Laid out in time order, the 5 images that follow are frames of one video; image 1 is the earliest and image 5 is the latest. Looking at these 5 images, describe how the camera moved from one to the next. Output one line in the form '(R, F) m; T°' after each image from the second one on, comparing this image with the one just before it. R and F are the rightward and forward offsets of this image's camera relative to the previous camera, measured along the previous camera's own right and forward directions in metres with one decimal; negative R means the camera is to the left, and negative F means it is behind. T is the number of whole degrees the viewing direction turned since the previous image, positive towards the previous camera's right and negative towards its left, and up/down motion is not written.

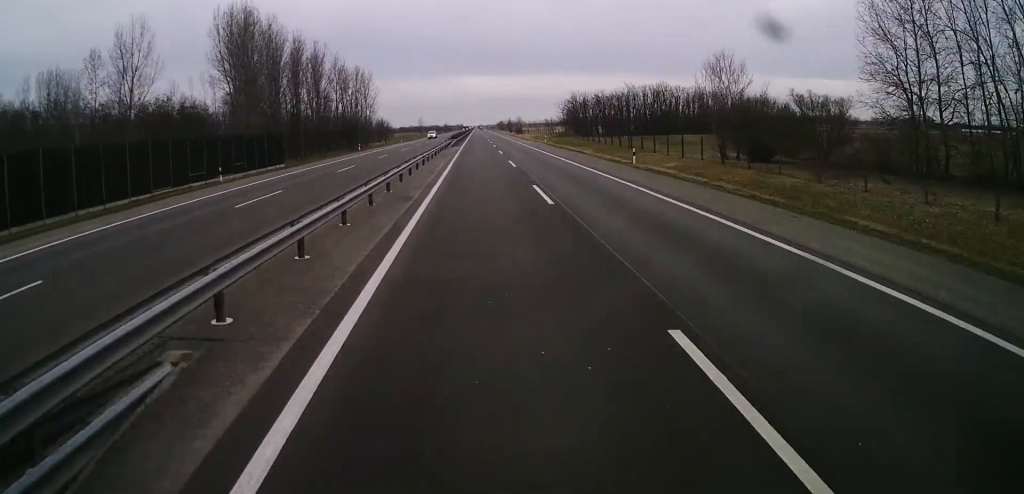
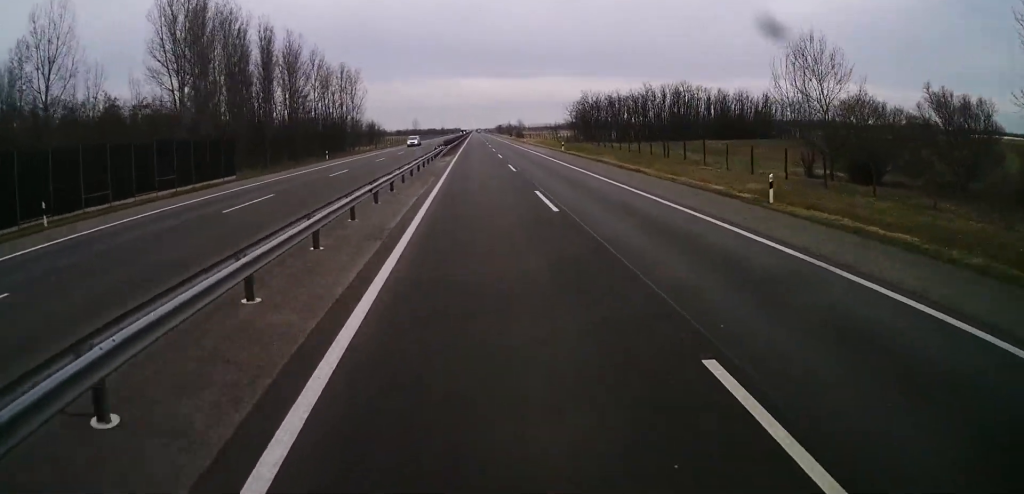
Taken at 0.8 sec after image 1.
(0.0, +19.0) m; 0°
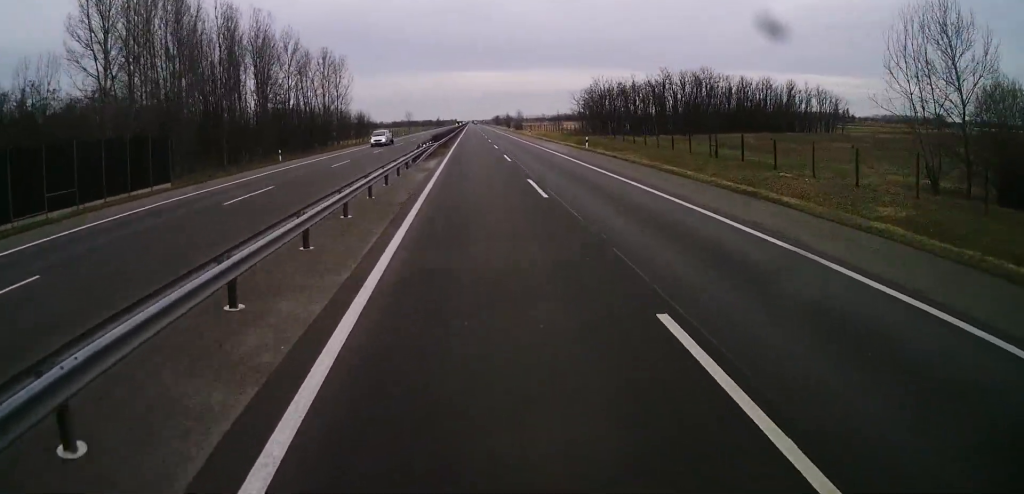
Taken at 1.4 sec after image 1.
(0.0, +16.5) m; 0°
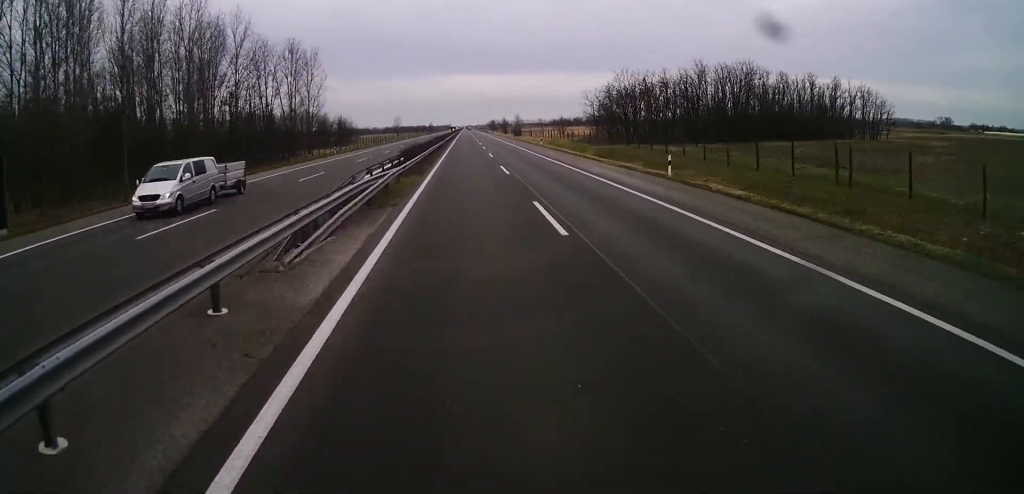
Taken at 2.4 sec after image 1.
(0.0, +24.0) m; 0°
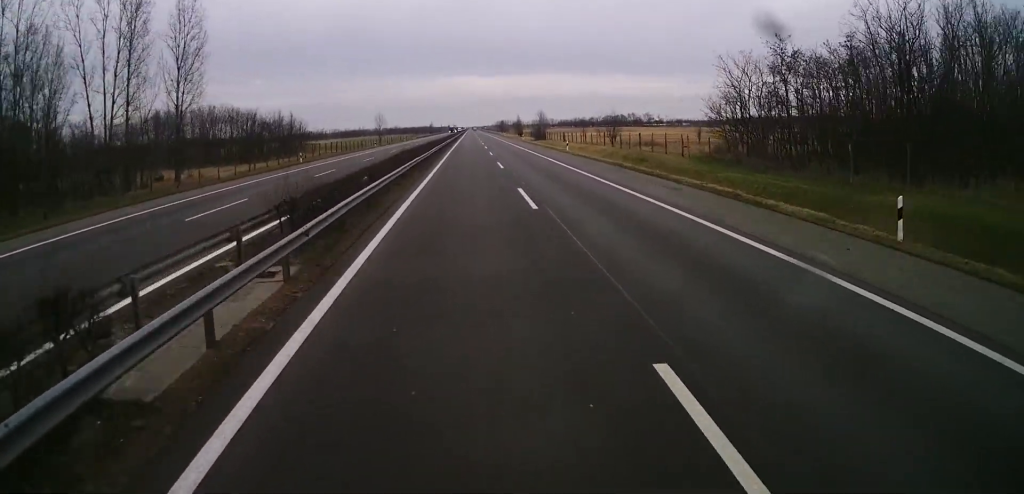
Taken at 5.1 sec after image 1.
(+0.3, +67.8) m; +1°
